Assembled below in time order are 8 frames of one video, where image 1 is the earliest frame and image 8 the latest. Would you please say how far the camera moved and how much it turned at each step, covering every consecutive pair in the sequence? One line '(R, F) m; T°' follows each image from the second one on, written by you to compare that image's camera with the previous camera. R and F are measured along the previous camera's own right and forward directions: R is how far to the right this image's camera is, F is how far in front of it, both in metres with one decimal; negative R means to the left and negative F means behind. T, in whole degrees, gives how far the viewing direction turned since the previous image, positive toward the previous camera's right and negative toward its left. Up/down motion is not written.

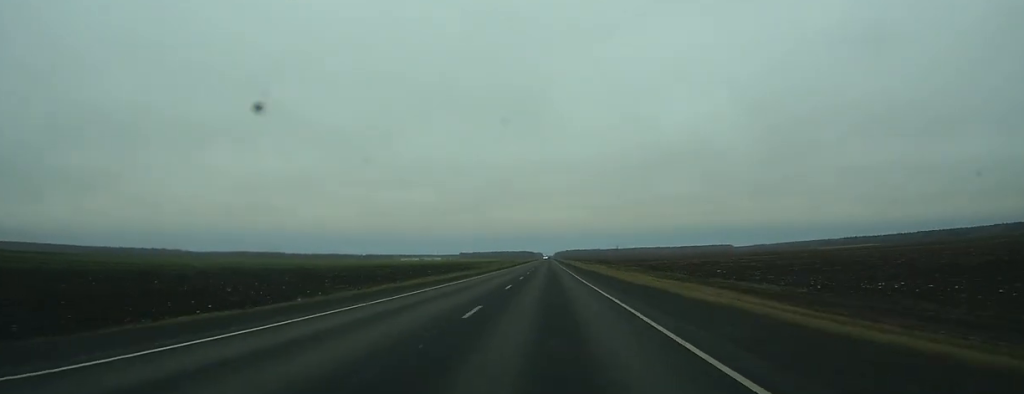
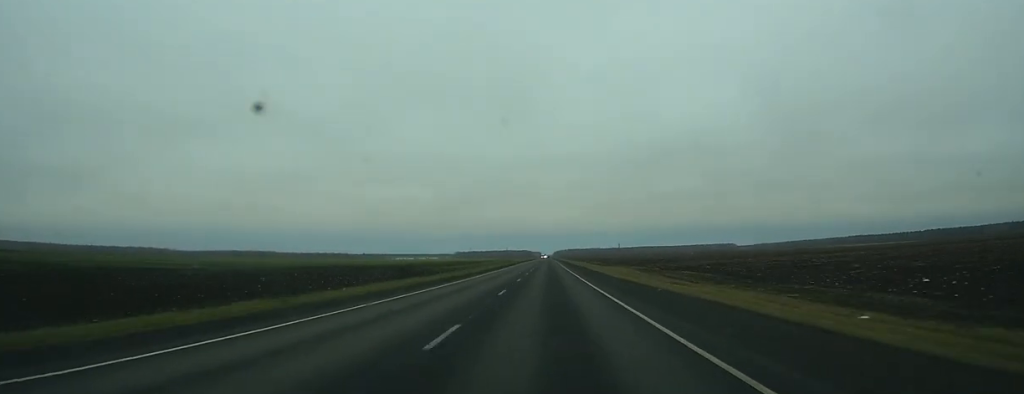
(-0.2, +52.1) m; 0°
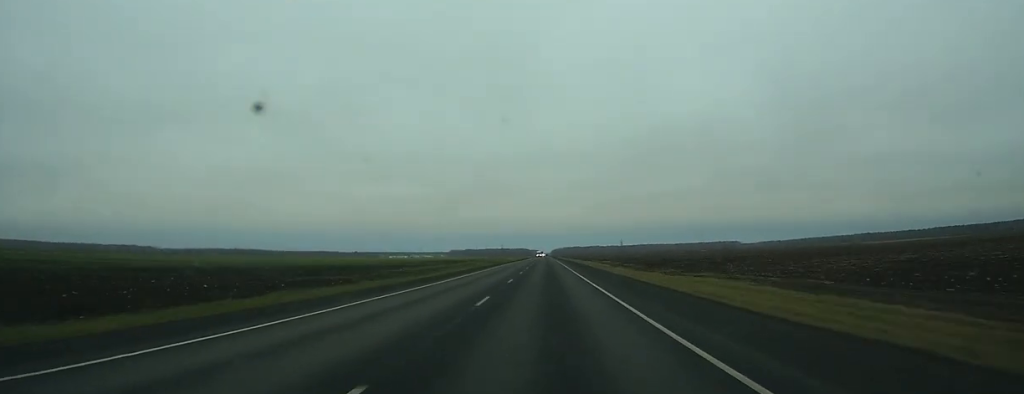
(+0.3, +65.3) m; 0°
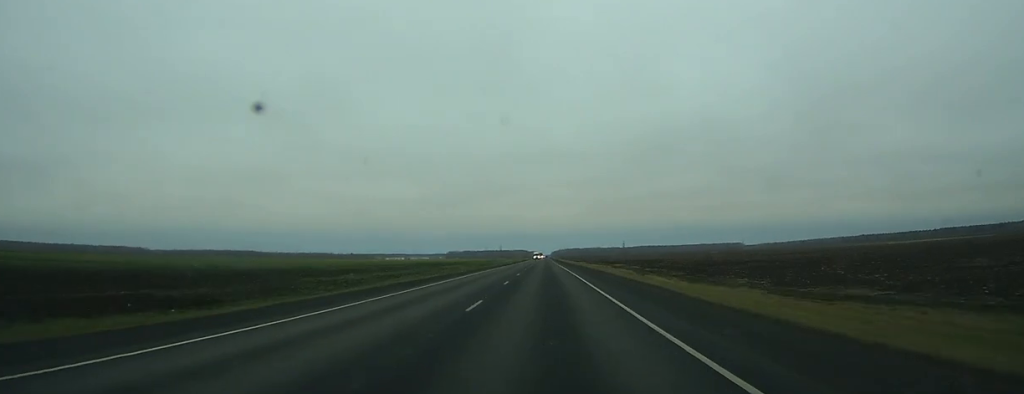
(+0.1, +37.1) m; 0°
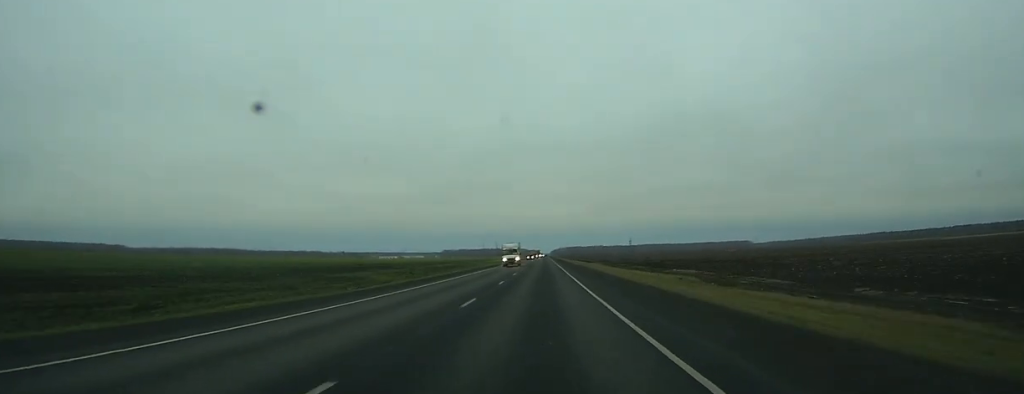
(+0.2, +83.3) m; 0°
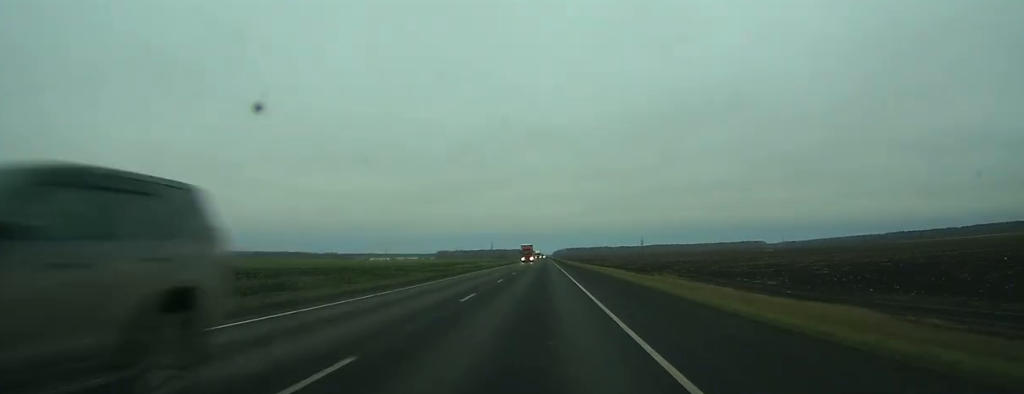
(-0.4, +110.8) m; 0°
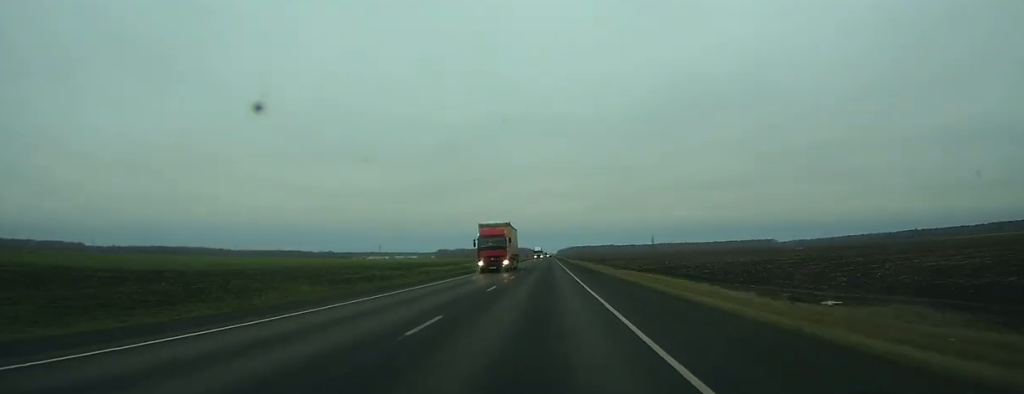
(-0.1, +59.2) m; 0°
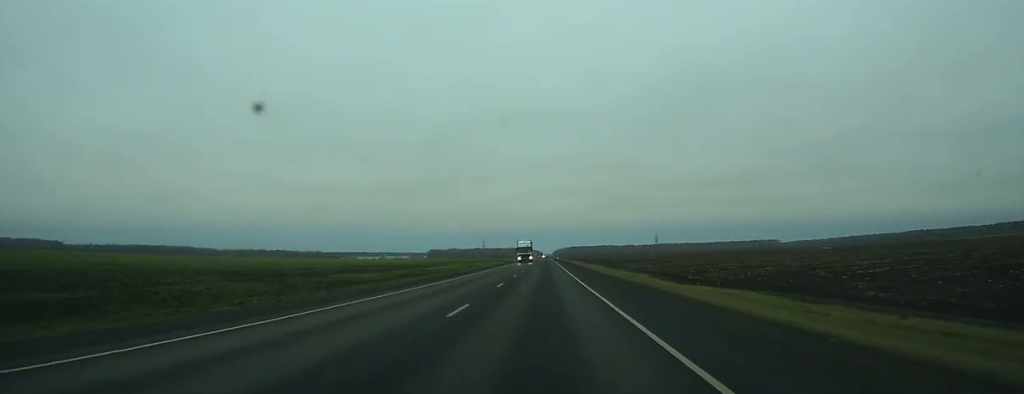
(0.0, +63.6) m; 0°
